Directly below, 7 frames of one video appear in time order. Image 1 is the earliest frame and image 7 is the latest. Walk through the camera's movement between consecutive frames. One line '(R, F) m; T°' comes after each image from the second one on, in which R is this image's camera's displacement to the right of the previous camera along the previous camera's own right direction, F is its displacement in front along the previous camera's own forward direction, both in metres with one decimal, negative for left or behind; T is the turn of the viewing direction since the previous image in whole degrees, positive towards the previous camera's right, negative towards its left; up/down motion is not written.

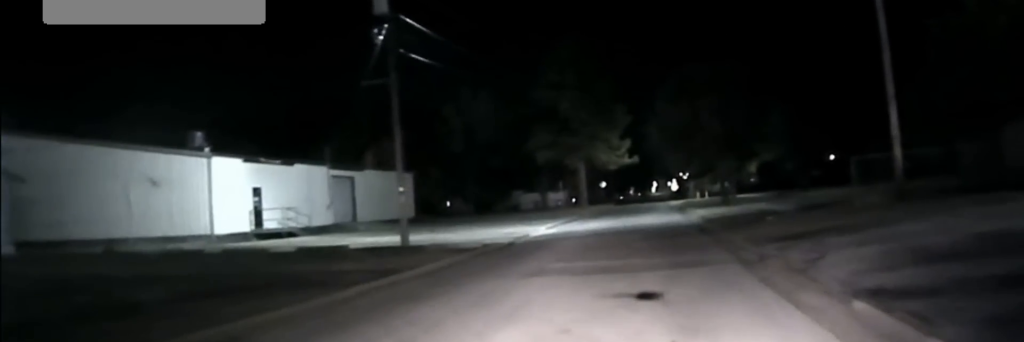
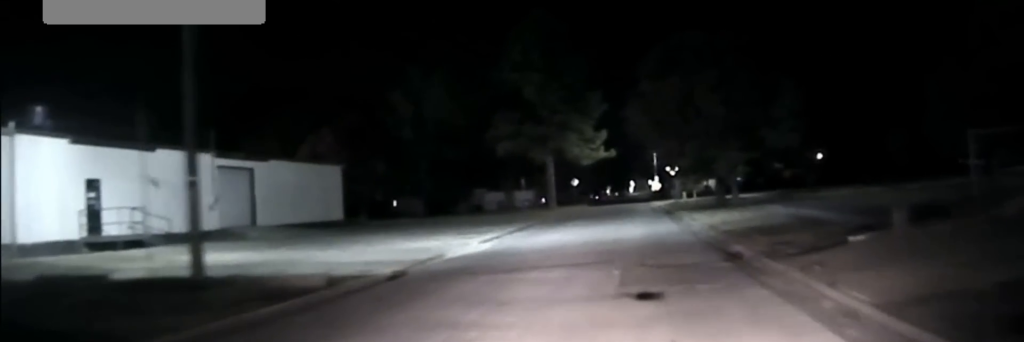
(+0.6, +14.3) m; +2°
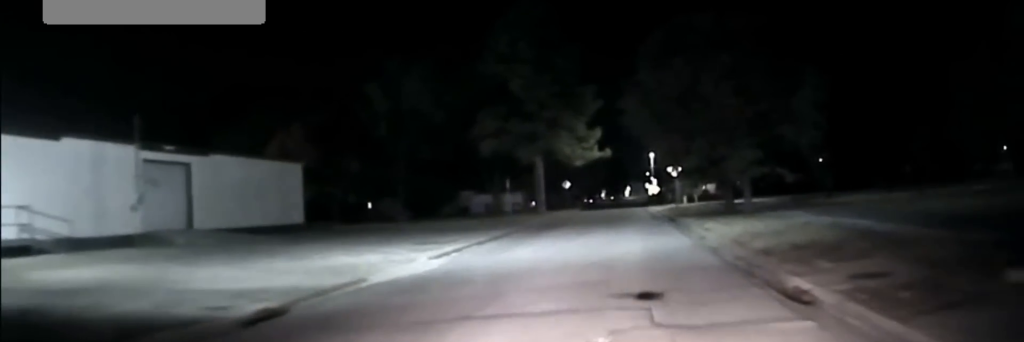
(0.0, +6.4) m; 0°
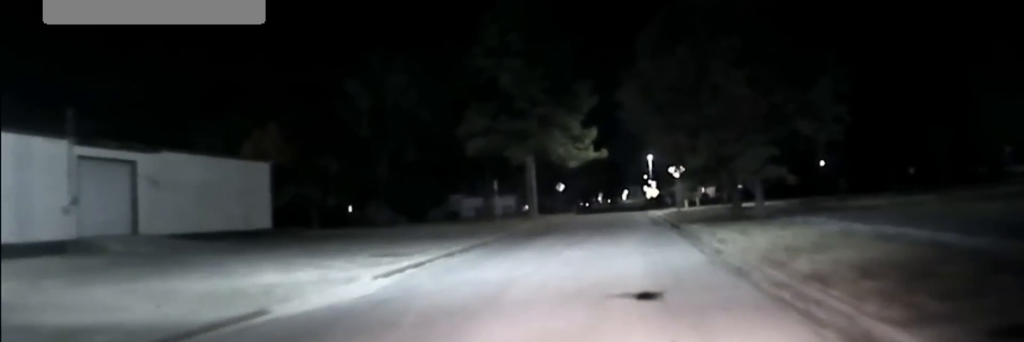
(0.0, +4.7) m; 0°
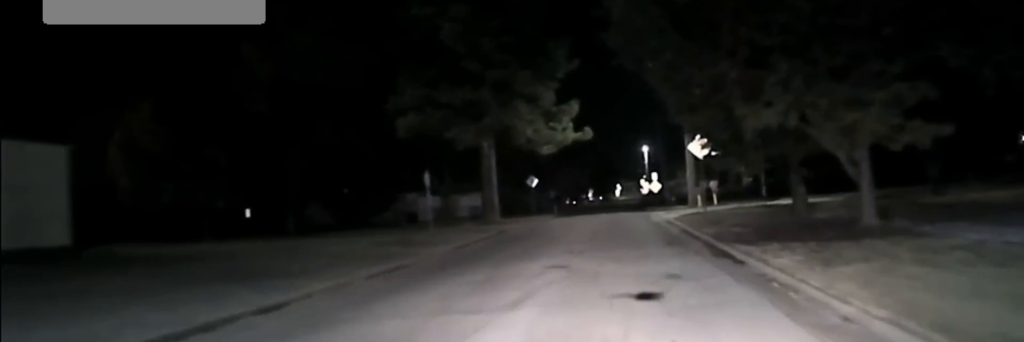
(0.0, +17.0) m; 0°
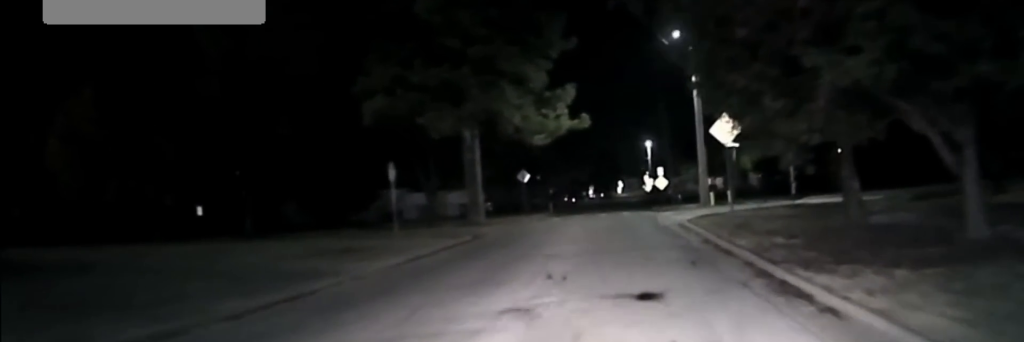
(0.0, +6.0) m; 0°
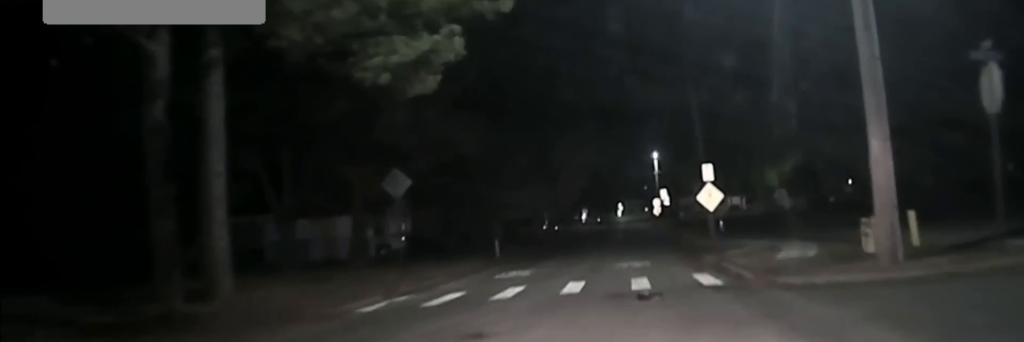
(0.0, +31.6) m; 0°
